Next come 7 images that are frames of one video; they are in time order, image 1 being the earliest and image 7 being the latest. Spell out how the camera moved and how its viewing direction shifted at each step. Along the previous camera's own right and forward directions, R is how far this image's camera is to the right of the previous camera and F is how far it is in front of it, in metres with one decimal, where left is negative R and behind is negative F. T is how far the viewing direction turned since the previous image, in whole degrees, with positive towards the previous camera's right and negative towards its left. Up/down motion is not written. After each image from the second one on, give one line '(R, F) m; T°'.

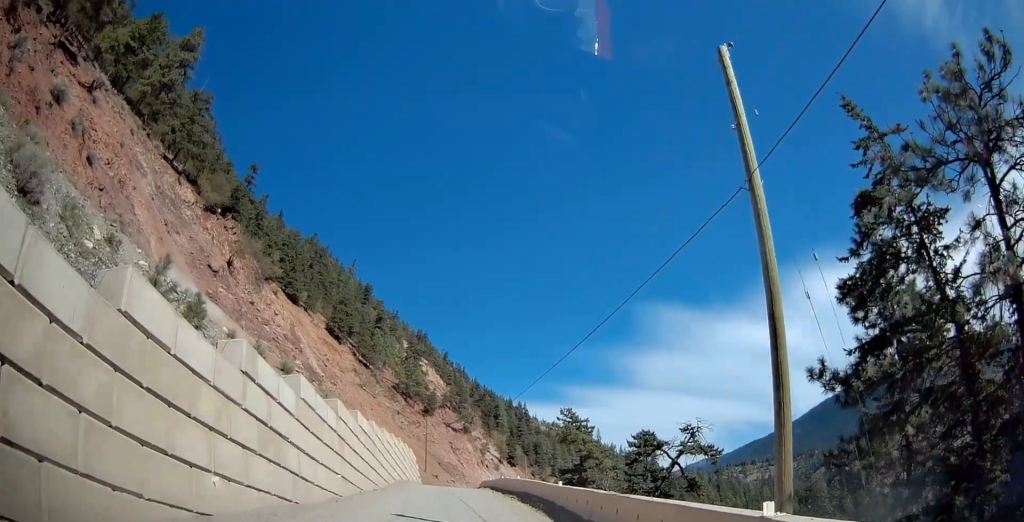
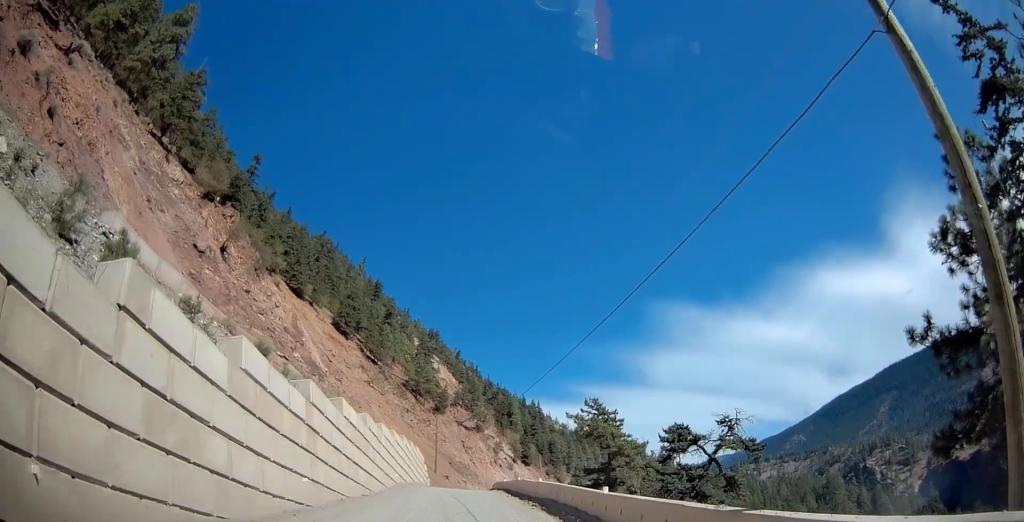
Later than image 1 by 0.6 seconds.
(-0.1, +4.9) m; -1°
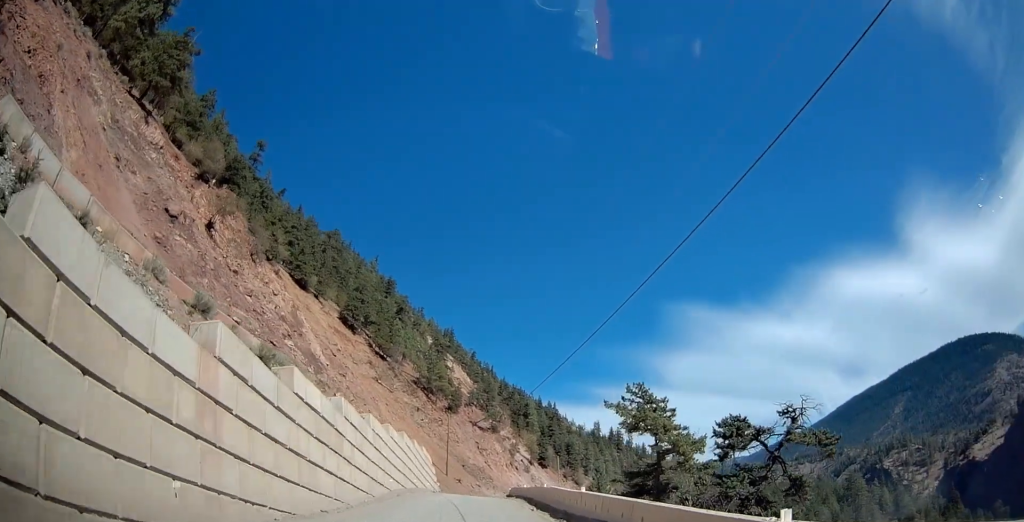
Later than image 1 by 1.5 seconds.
(0.0, +7.1) m; 0°
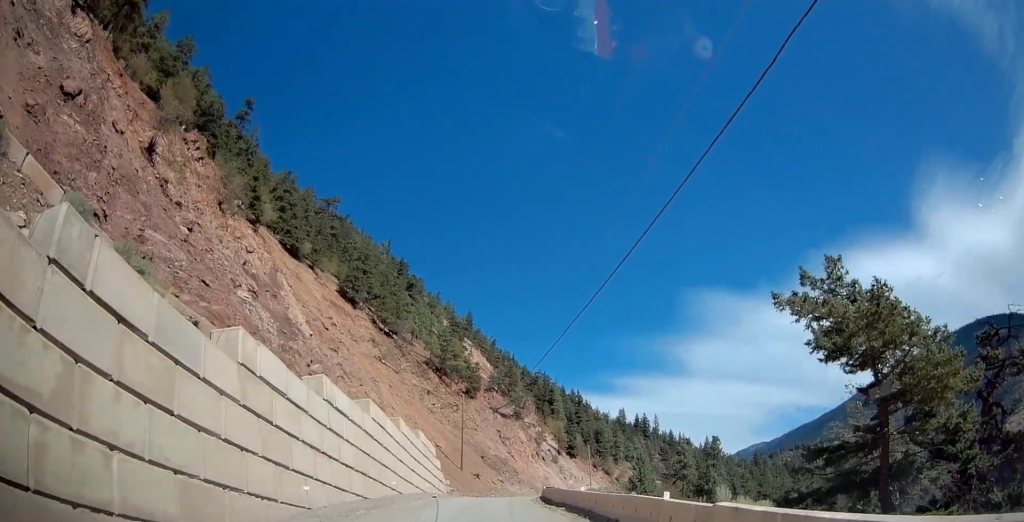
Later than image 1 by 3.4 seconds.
(0.0, +15.4) m; -1°
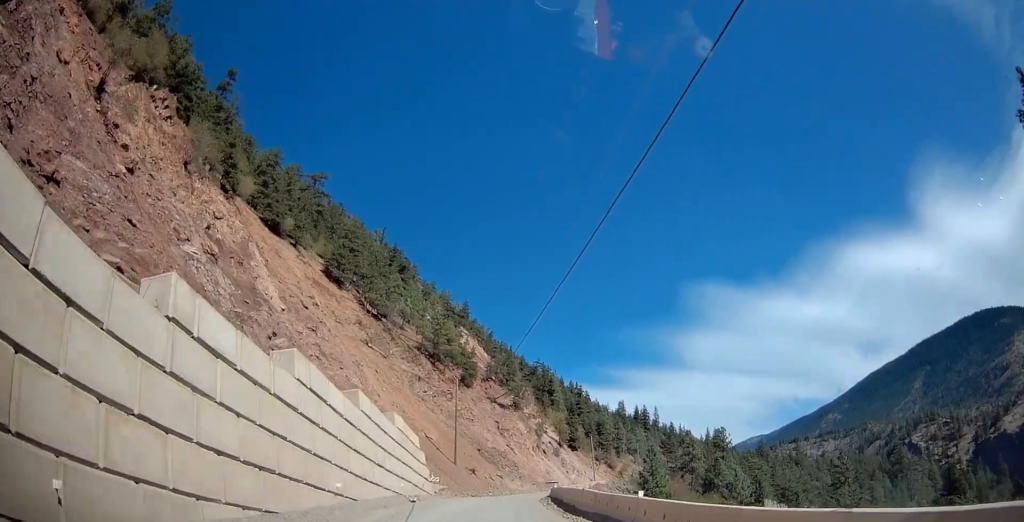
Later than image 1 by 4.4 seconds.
(-0.1, +7.9) m; -4°
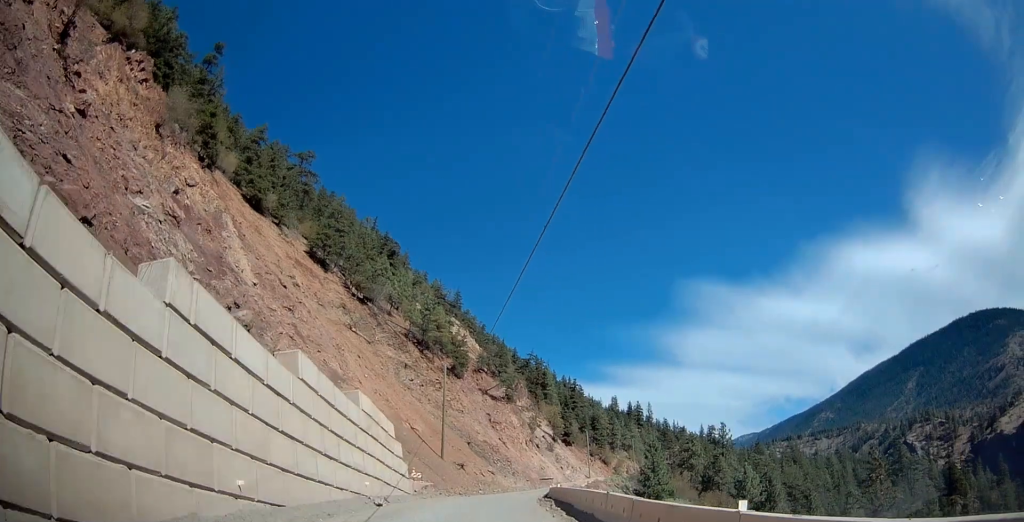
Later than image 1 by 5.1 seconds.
(-0.3, +5.5) m; 0°
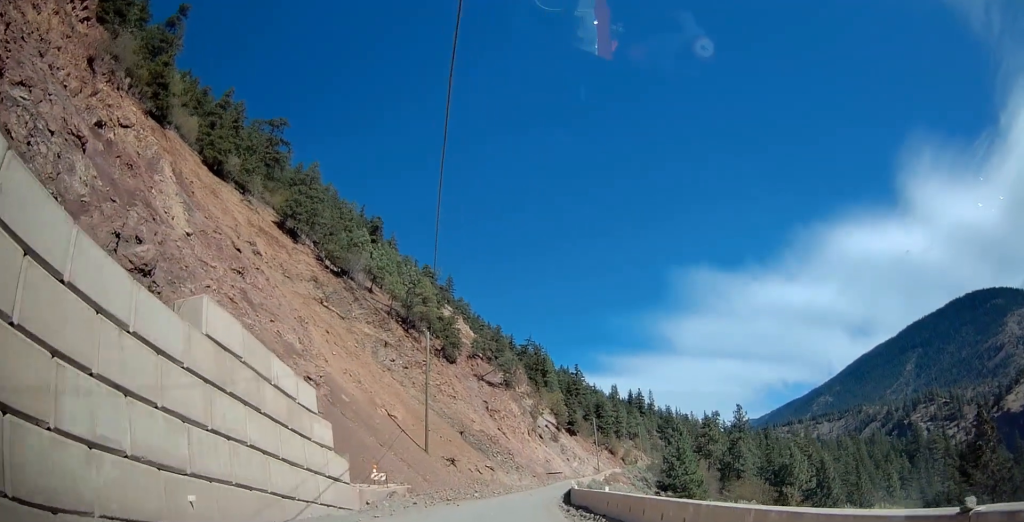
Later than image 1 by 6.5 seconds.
(+0.3, +11.8) m; 0°
